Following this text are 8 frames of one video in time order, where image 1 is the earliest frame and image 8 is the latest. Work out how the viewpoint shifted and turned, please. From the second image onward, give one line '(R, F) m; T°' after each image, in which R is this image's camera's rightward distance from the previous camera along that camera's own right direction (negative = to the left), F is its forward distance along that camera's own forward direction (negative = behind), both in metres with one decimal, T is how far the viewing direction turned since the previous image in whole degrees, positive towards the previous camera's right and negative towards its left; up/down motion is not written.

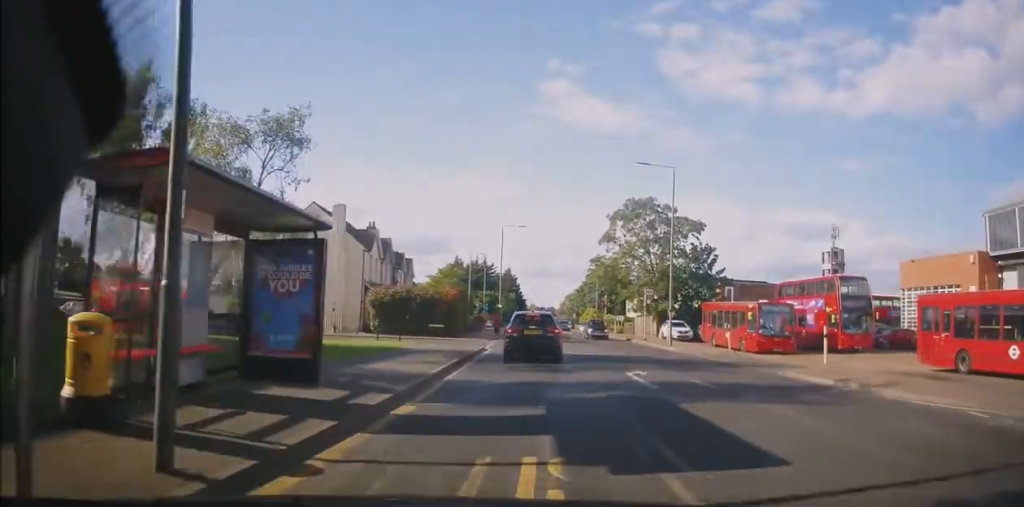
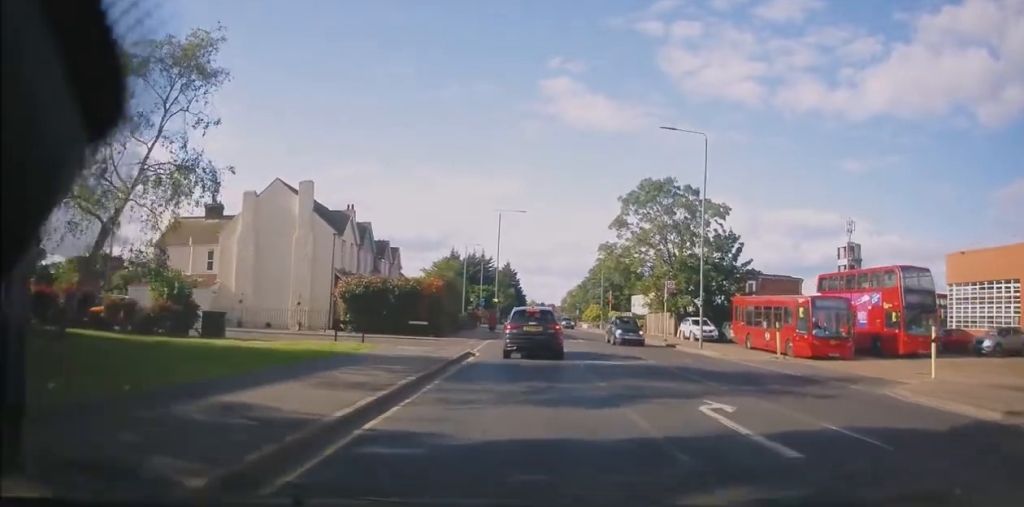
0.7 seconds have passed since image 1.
(-0.1, +6.4) m; 0°
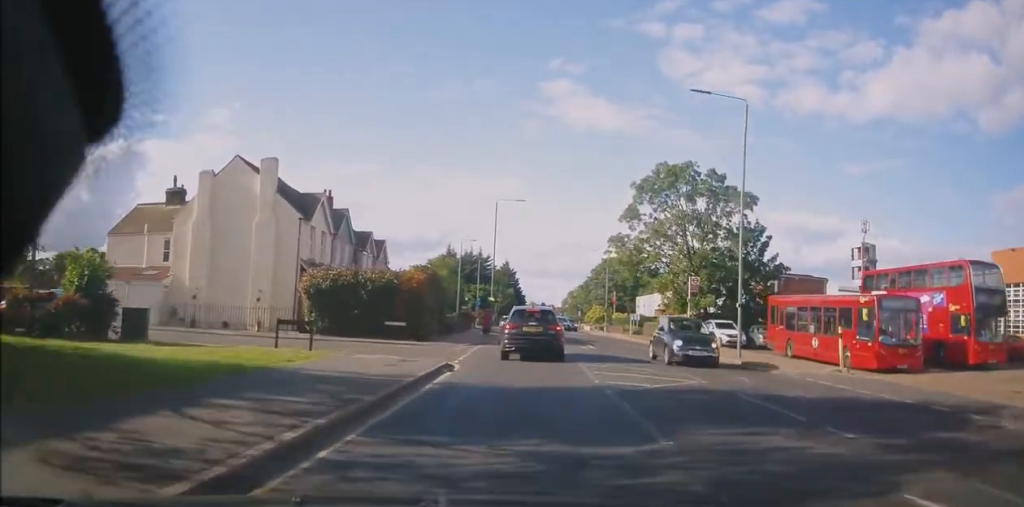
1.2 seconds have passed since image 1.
(-0.2, +5.4) m; 0°
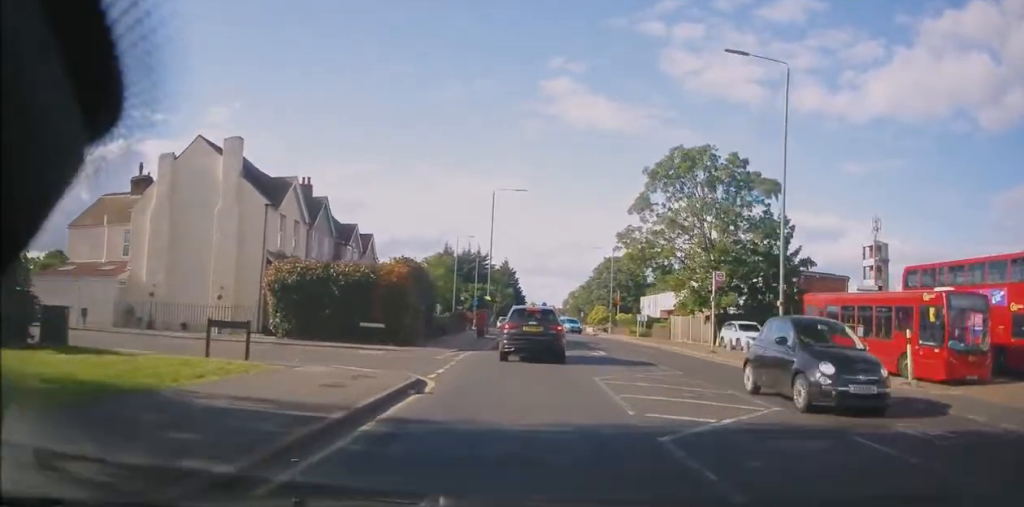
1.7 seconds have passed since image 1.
(+0.1, +3.9) m; 0°
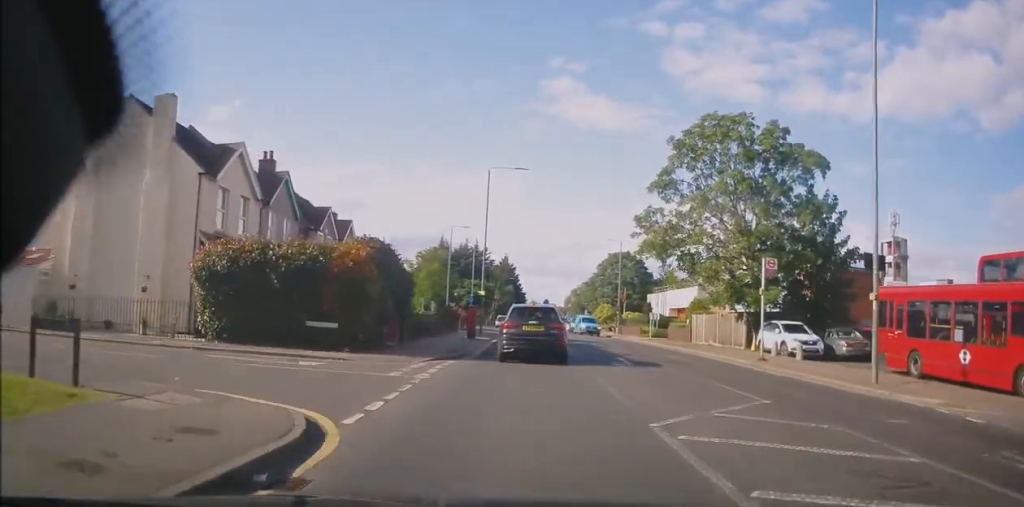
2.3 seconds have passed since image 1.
(+0.2, +5.9) m; 0°
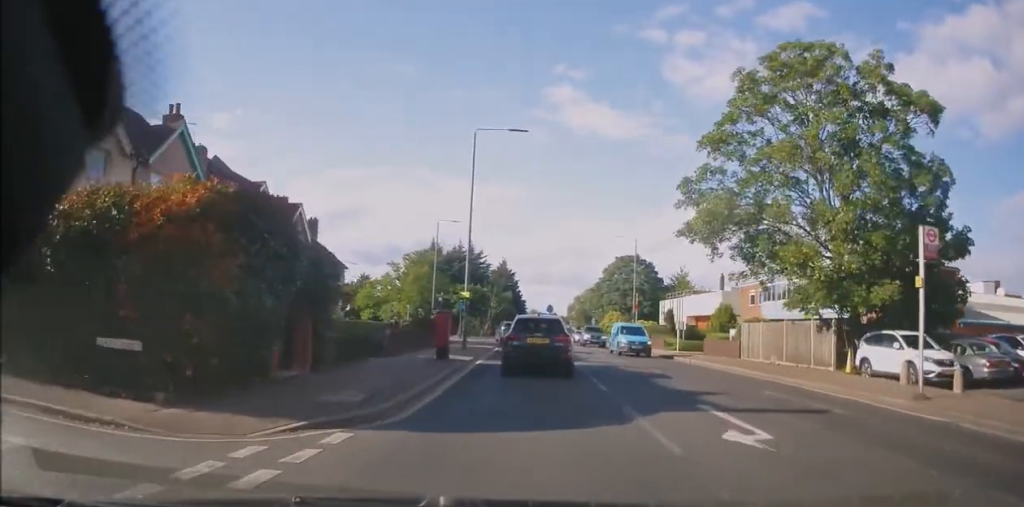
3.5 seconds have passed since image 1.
(-0.2, +9.6) m; +1°
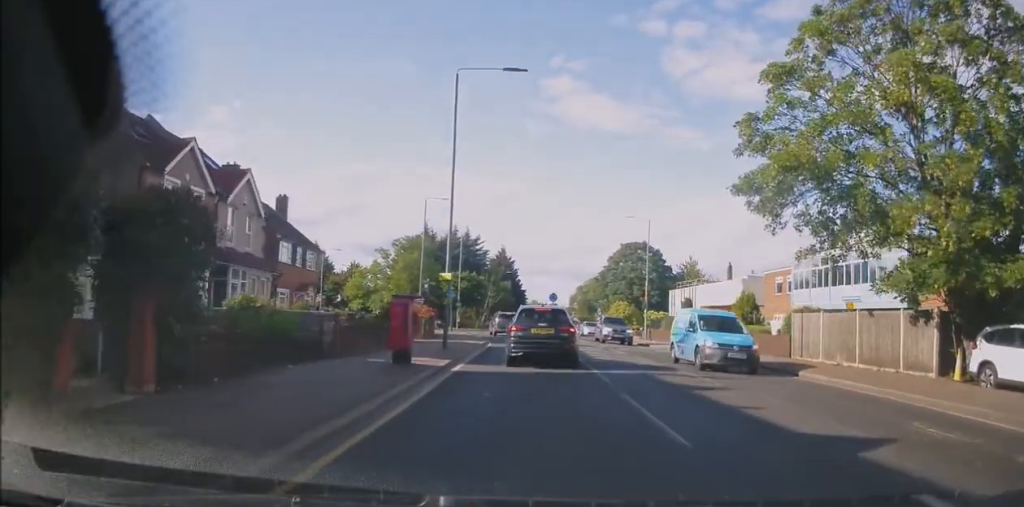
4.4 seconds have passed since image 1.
(+0.2, +6.3) m; 0°
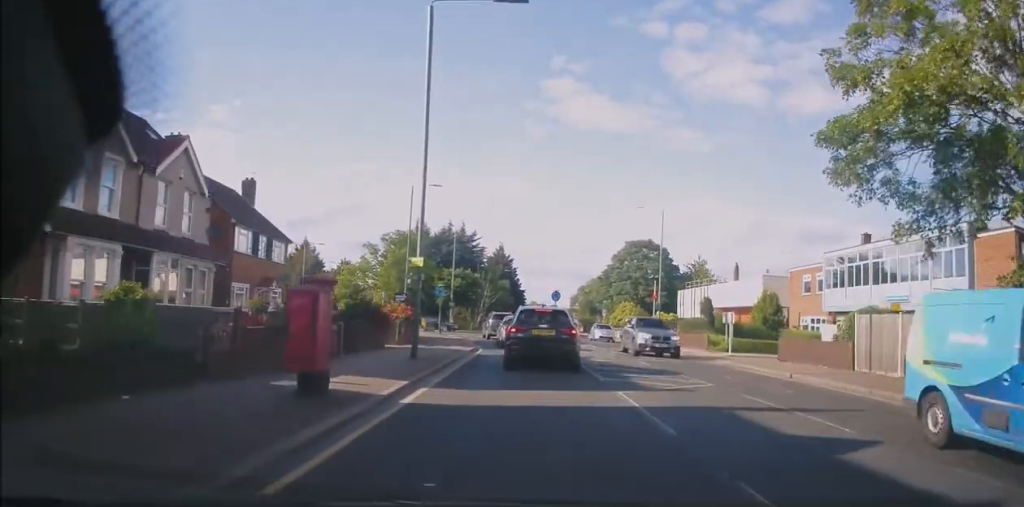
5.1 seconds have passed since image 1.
(-0.2, +5.2) m; -2°
